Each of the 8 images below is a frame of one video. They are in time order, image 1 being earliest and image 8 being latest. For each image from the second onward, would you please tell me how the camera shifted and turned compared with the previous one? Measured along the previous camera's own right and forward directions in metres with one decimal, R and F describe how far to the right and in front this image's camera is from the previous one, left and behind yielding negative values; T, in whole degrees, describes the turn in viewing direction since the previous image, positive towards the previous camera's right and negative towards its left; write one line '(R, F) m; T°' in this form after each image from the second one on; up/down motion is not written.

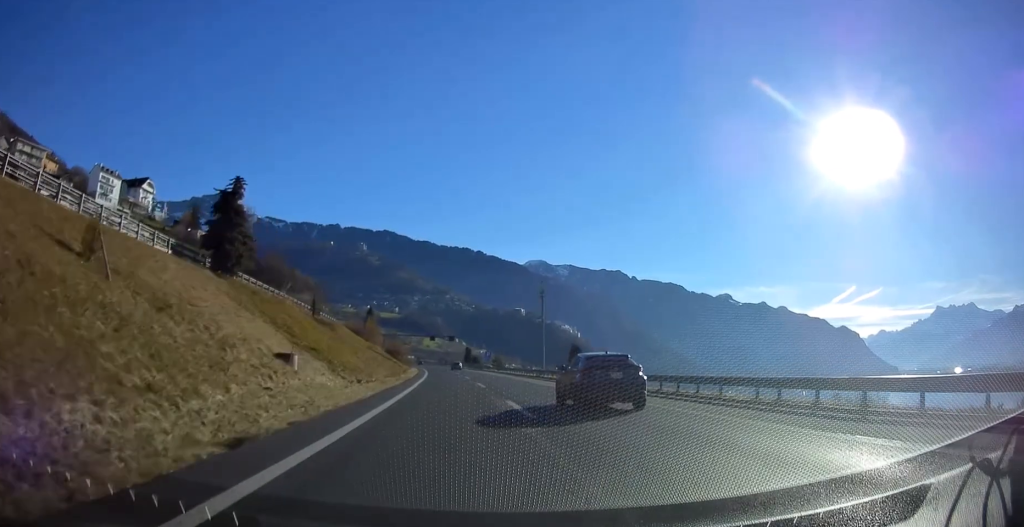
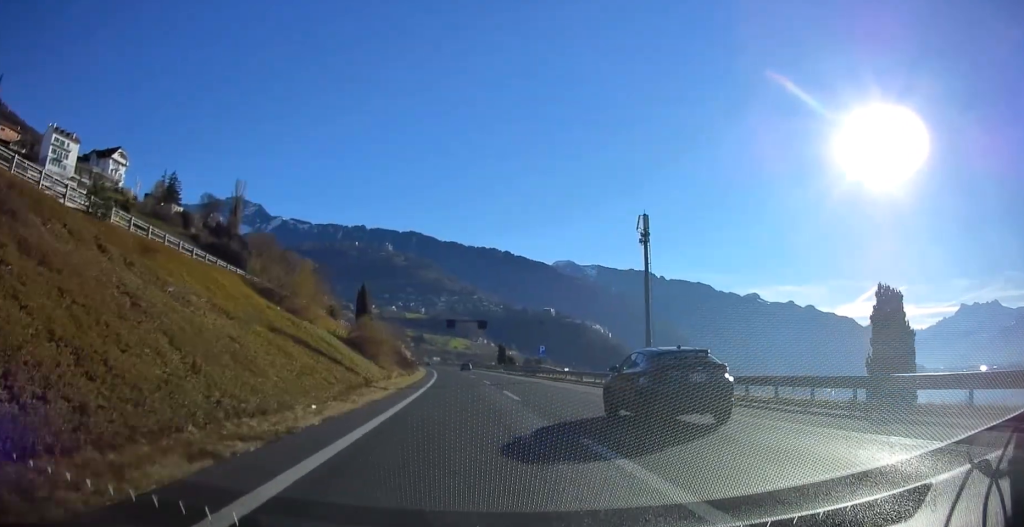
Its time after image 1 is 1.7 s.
(-0.8, +47.2) m; -3°
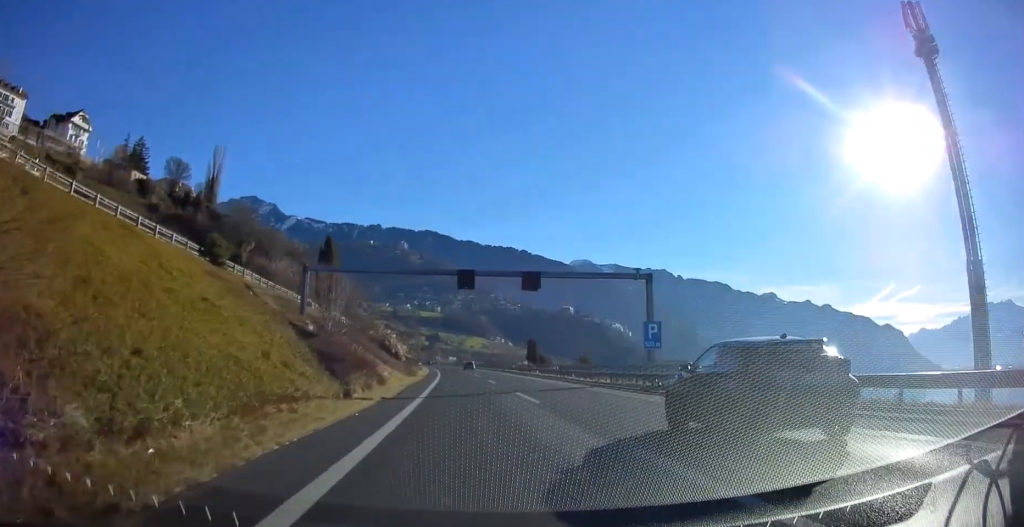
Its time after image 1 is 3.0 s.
(-0.4, +38.7) m; -1°
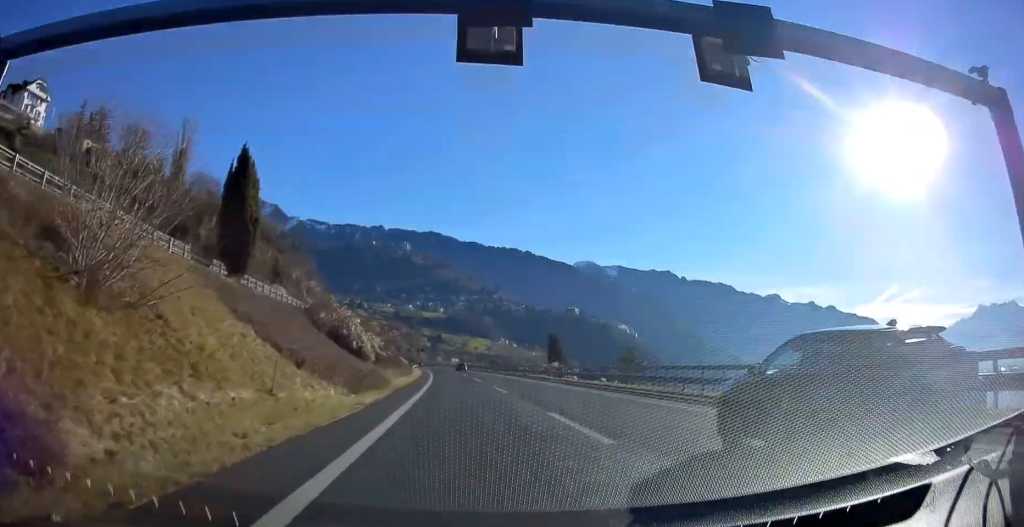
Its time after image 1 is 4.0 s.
(0.0, +28.3) m; -1°
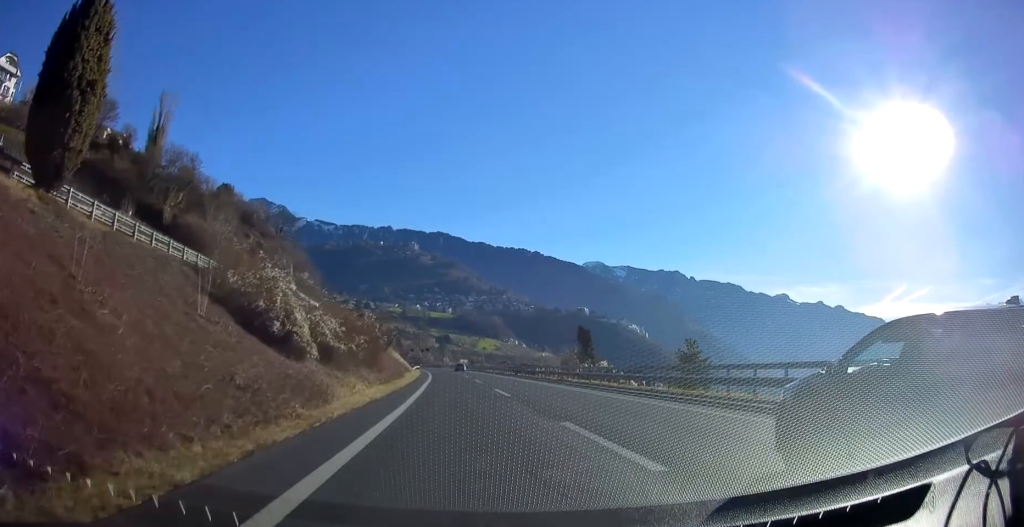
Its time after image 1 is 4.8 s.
(-0.5, +20.8) m; -1°
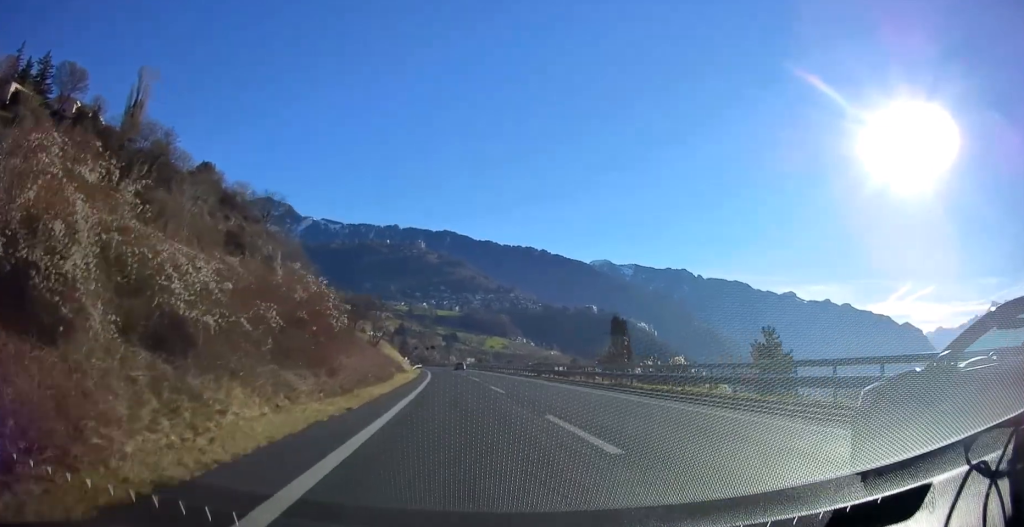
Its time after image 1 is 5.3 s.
(+0.2, +15.9) m; -1°
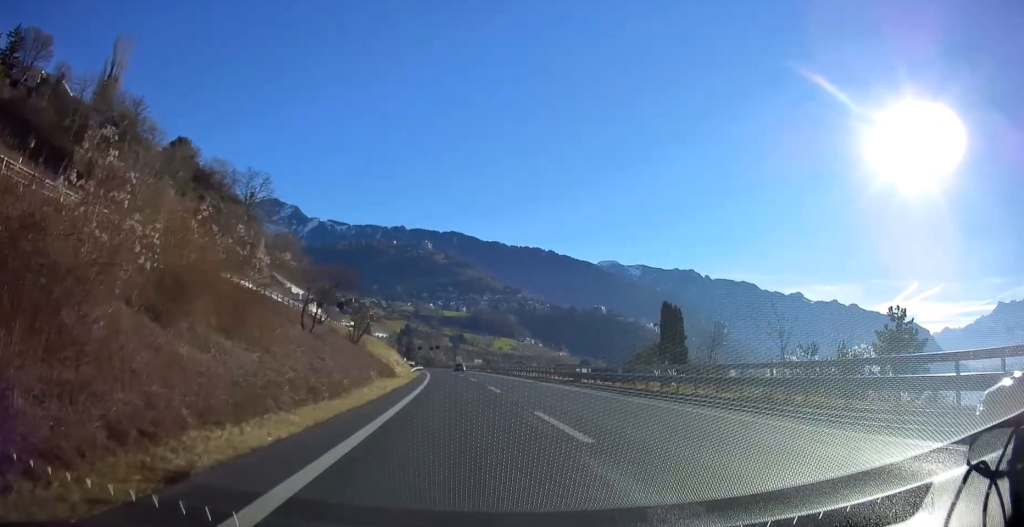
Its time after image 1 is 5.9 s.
(+0.1, +16.9) m; -1°
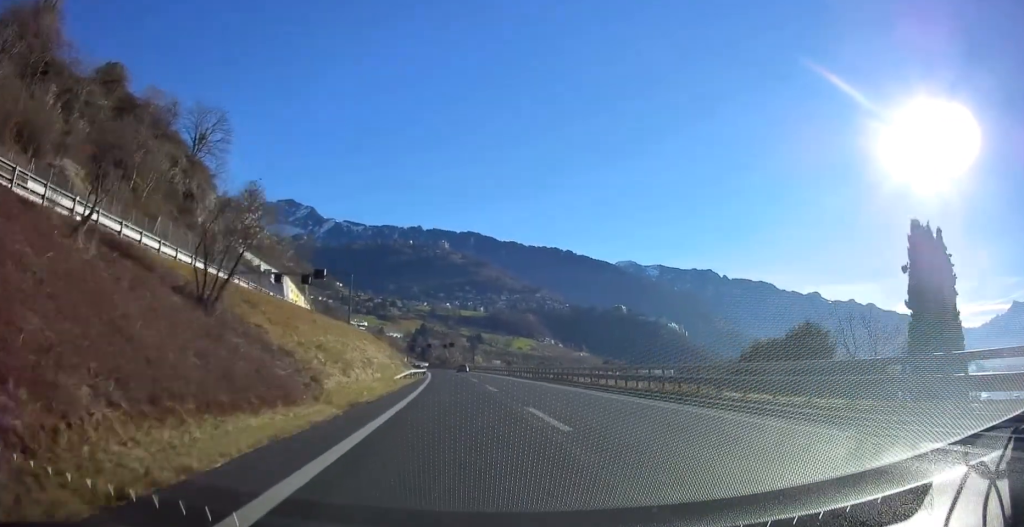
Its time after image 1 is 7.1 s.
(-0.8, +33.8) m; -2°
